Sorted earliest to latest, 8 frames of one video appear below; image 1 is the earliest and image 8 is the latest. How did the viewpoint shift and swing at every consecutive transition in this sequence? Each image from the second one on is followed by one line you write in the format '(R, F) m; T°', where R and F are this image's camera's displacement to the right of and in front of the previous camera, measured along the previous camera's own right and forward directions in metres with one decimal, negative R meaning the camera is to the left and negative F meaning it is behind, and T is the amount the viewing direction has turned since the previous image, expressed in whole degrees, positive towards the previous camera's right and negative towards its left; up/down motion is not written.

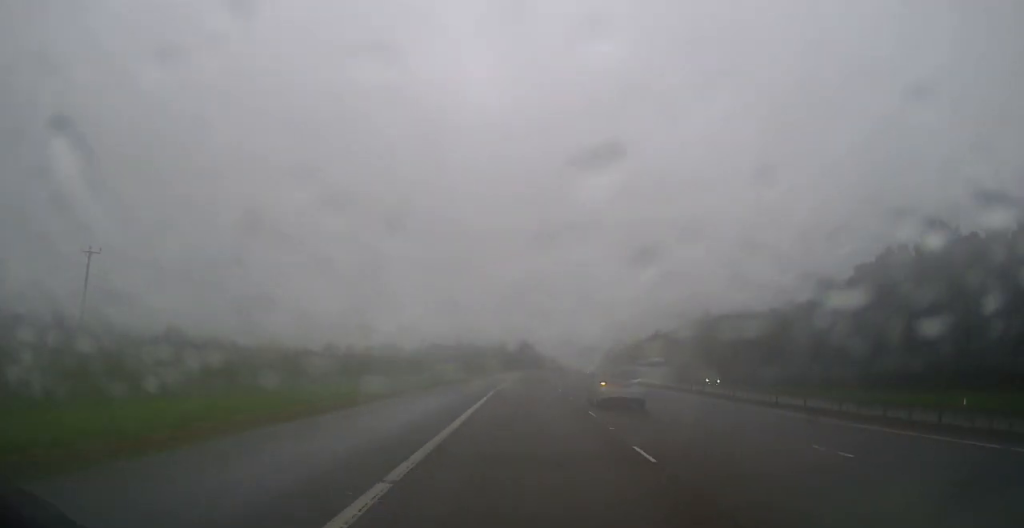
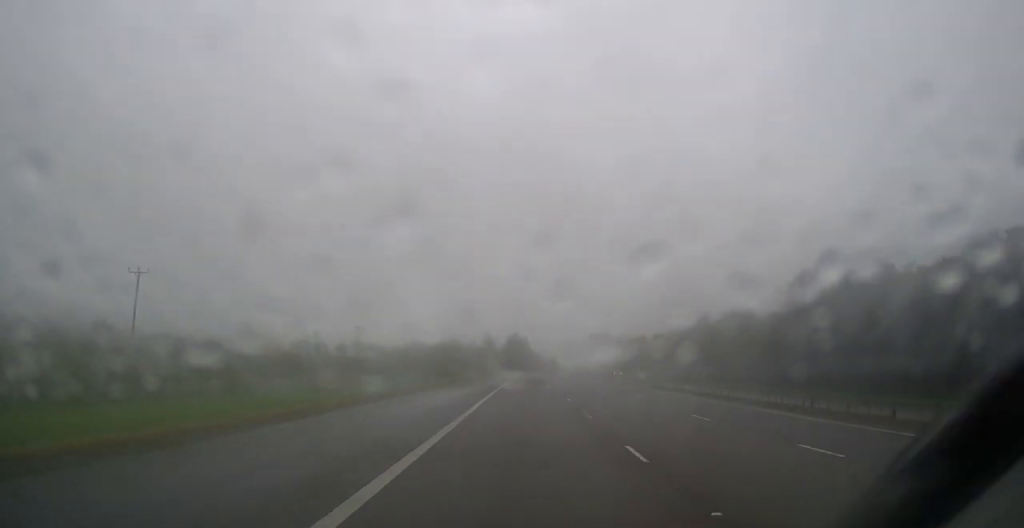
(+0.4, +81.5) m; +1°
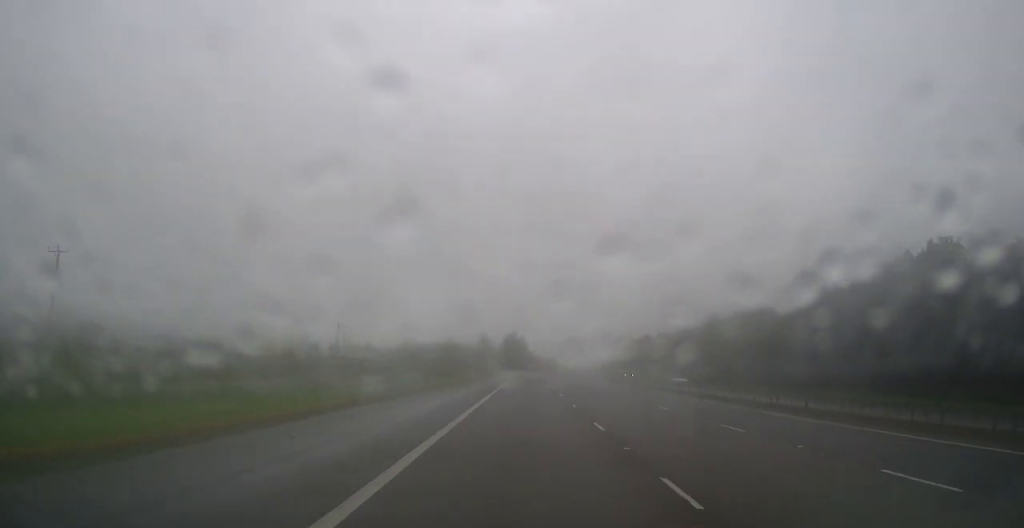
(0.0, +12.5) m; 0°
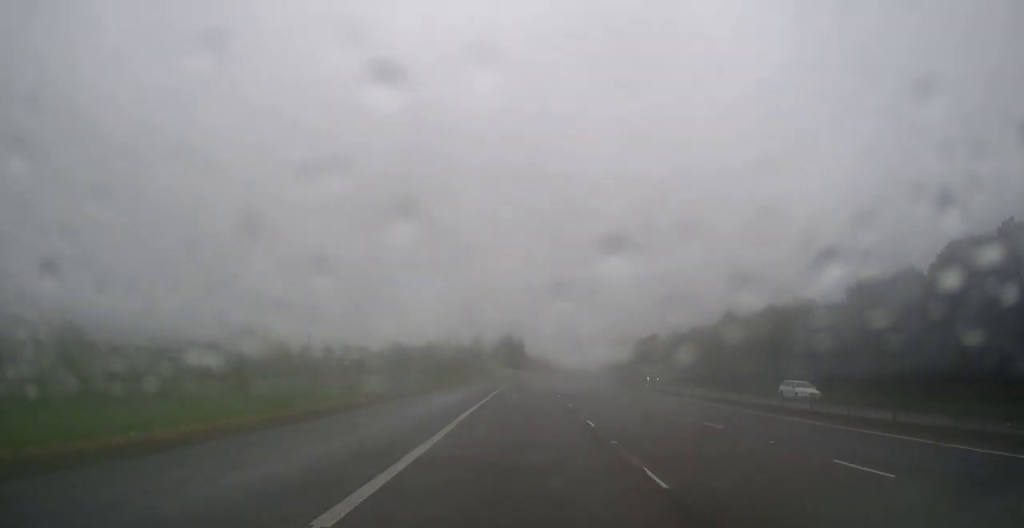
(0.0, +16.7) m; 0°
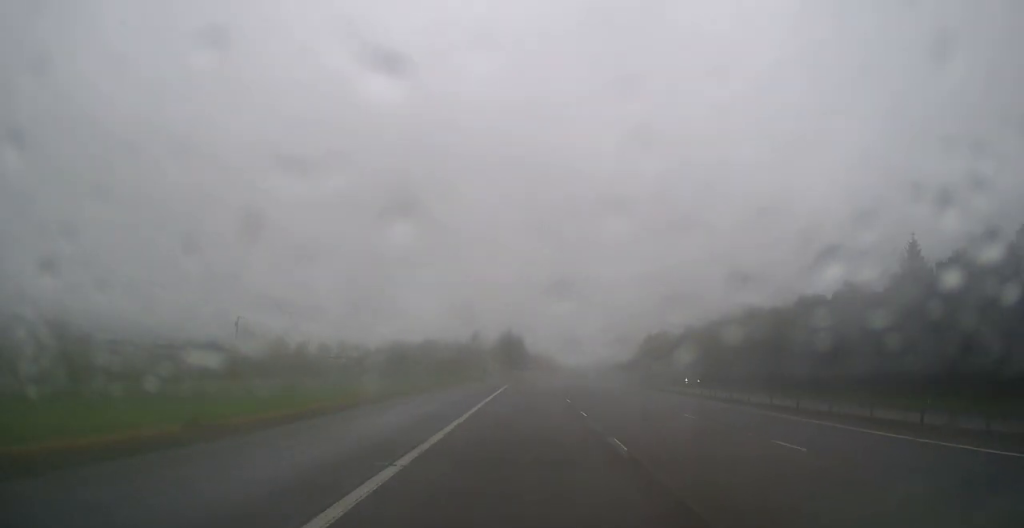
(0.0, +14.2) m; 0°
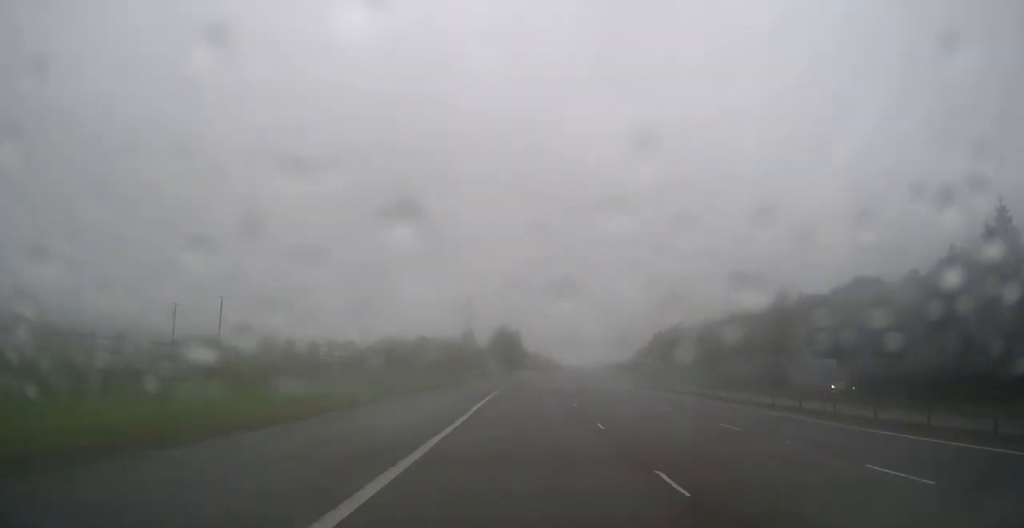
(+0.1, +22.6) m; 0°
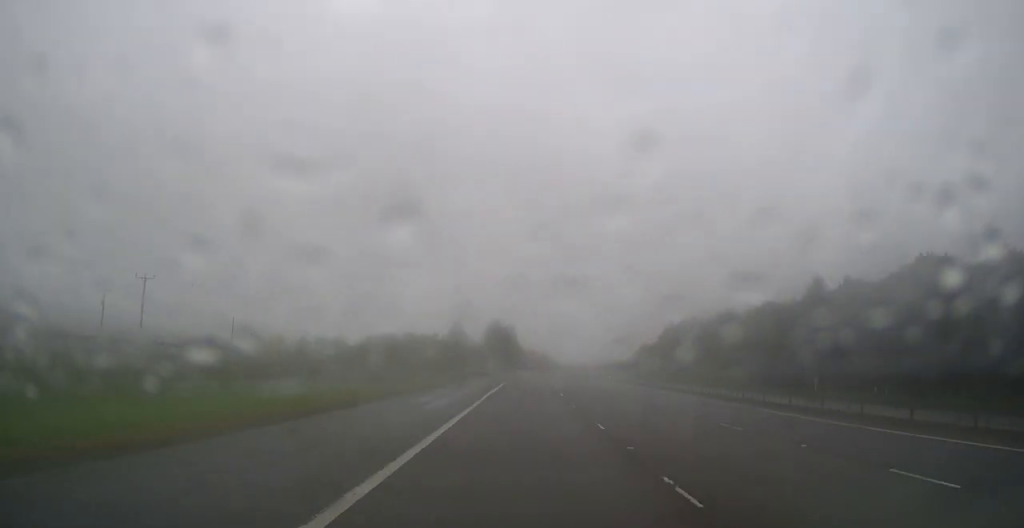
(0.0, +18.6) m; 0°
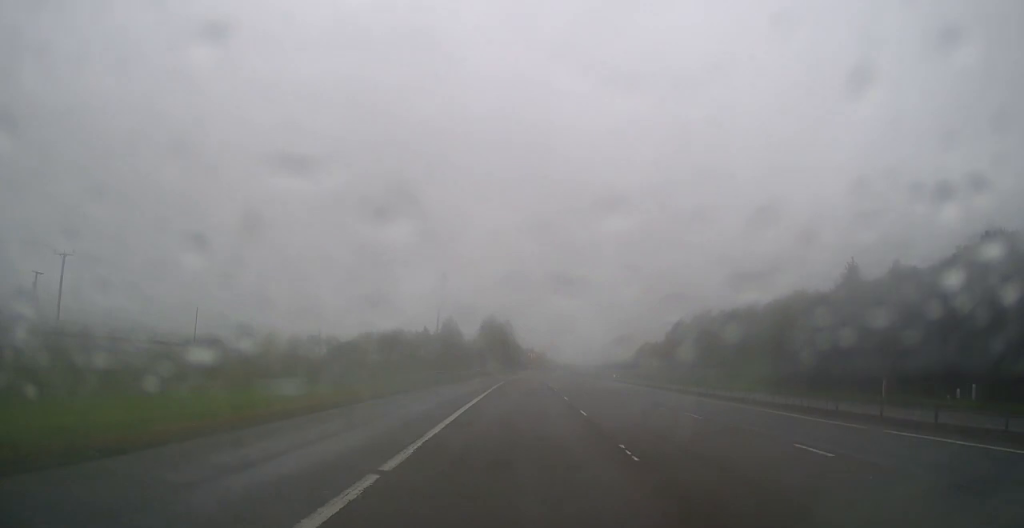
(0.0, +14.4) m; 0°
